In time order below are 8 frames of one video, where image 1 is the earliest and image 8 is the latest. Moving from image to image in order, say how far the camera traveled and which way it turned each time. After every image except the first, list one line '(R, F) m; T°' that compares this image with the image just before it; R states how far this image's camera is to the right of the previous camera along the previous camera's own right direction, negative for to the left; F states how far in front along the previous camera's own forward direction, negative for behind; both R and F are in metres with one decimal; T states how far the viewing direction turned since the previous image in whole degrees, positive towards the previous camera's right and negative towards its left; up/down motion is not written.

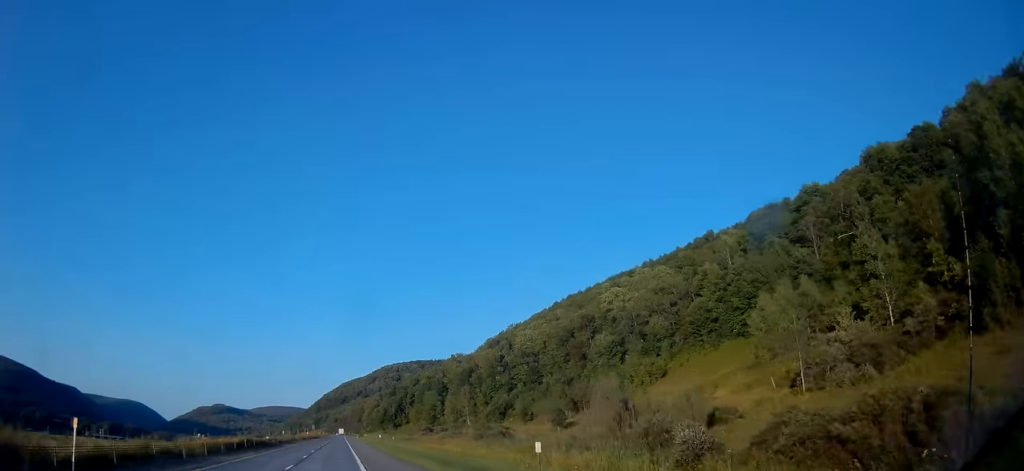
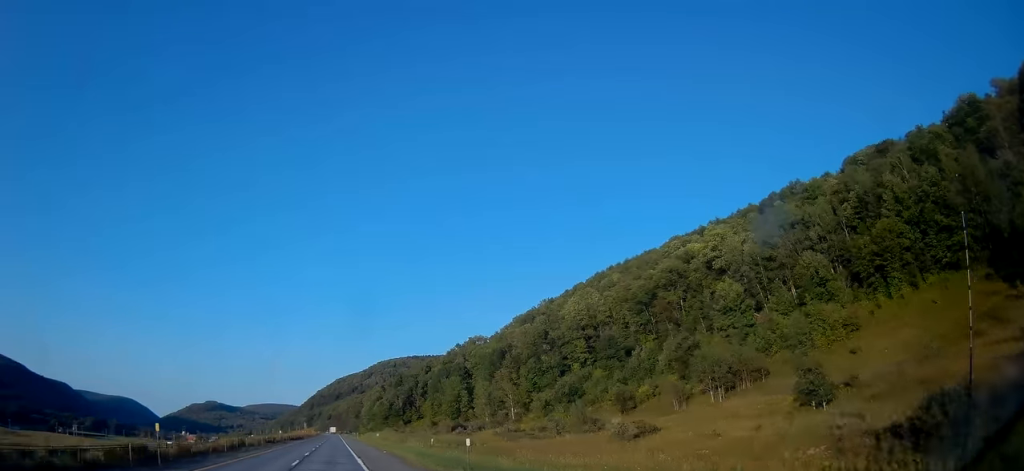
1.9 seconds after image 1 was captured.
(+0.4, +63.4) m; +1°
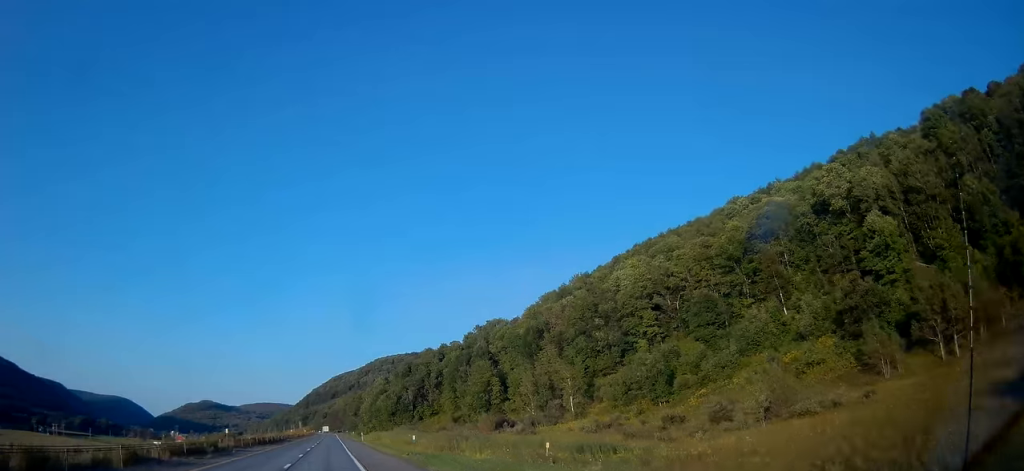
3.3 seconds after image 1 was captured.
(+0.5, +42.3) m; +1°
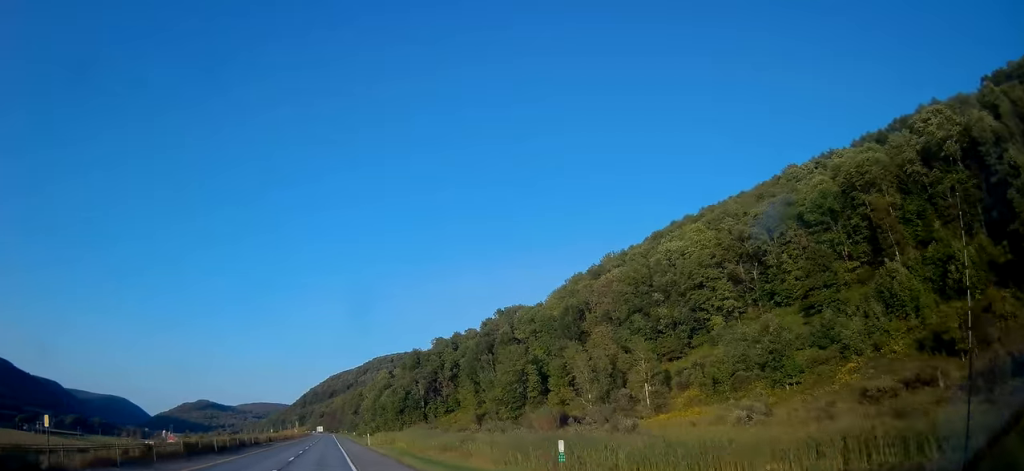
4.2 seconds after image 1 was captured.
(0.0, +29.3) m; 0°
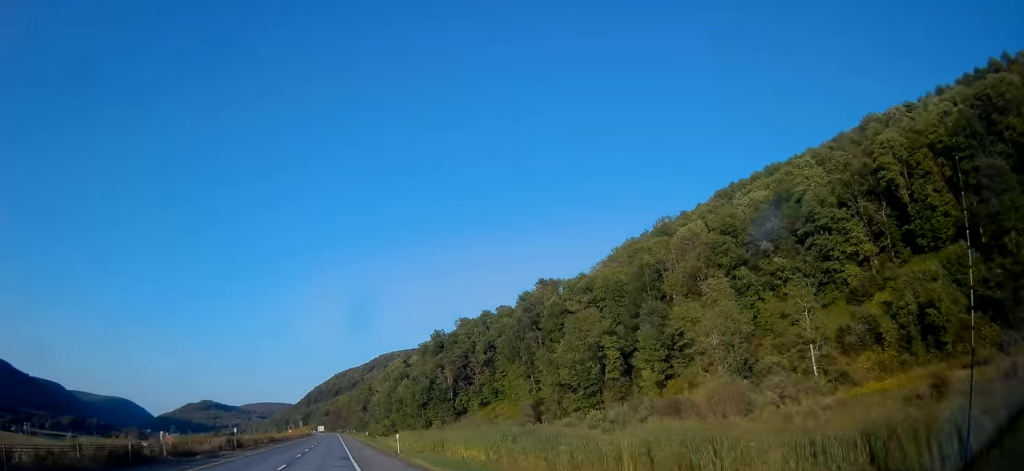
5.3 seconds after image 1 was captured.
(-0.2, +32.9) m; -1°
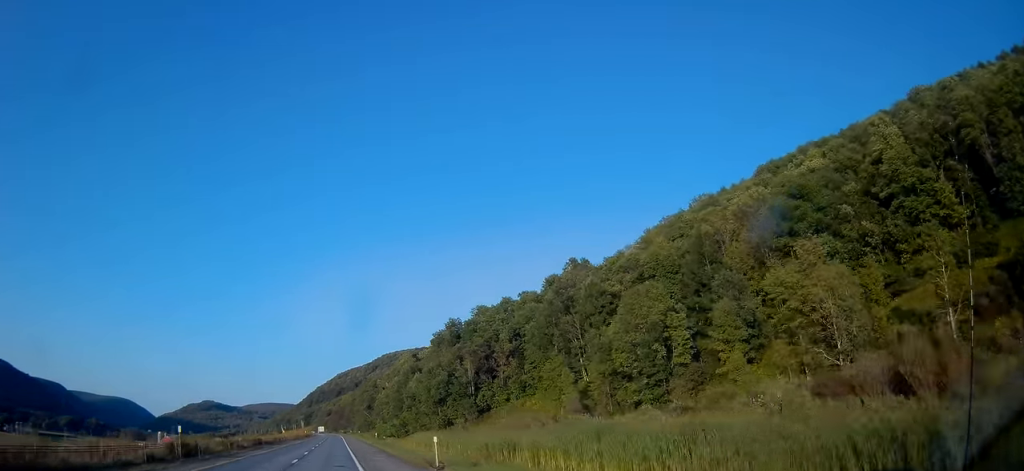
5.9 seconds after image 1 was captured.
(-0.1, +17.6) m; 0°
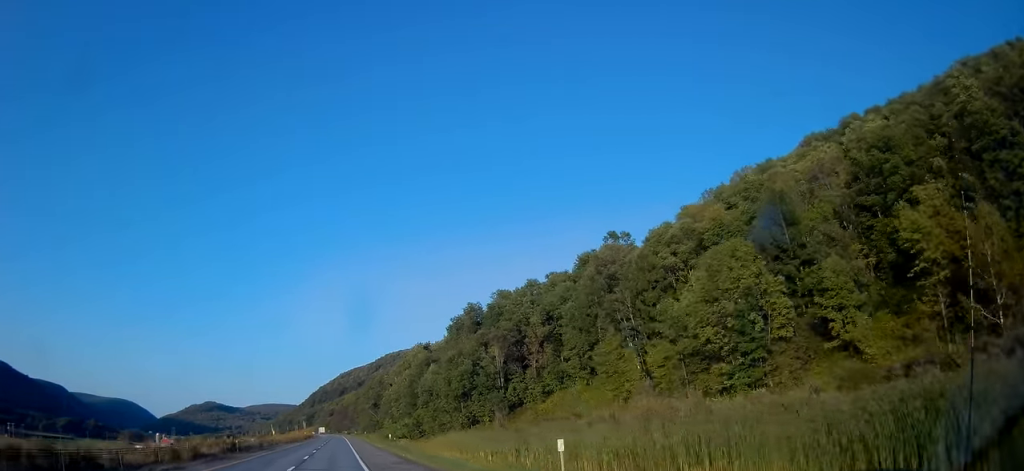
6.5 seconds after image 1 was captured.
(-0.2, +17.3) m; 0°
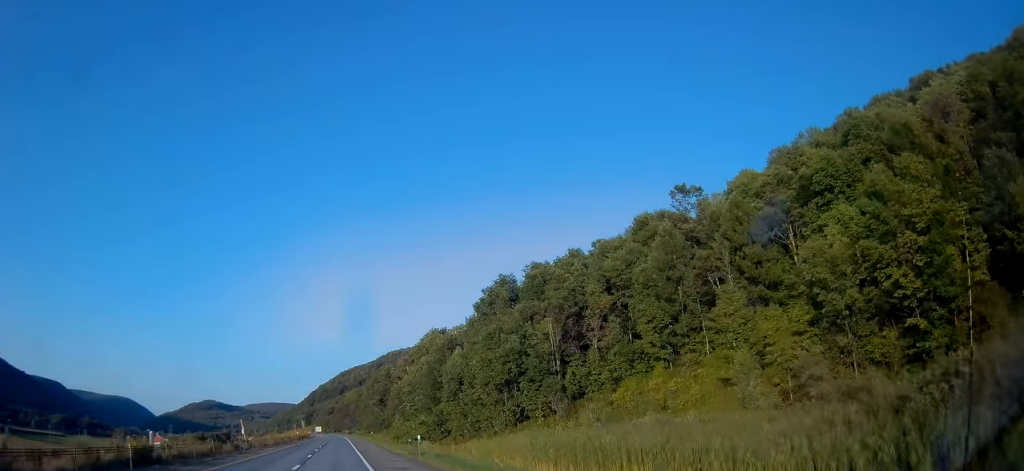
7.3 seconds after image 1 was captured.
(+0.1, +22.1) m; 0°
